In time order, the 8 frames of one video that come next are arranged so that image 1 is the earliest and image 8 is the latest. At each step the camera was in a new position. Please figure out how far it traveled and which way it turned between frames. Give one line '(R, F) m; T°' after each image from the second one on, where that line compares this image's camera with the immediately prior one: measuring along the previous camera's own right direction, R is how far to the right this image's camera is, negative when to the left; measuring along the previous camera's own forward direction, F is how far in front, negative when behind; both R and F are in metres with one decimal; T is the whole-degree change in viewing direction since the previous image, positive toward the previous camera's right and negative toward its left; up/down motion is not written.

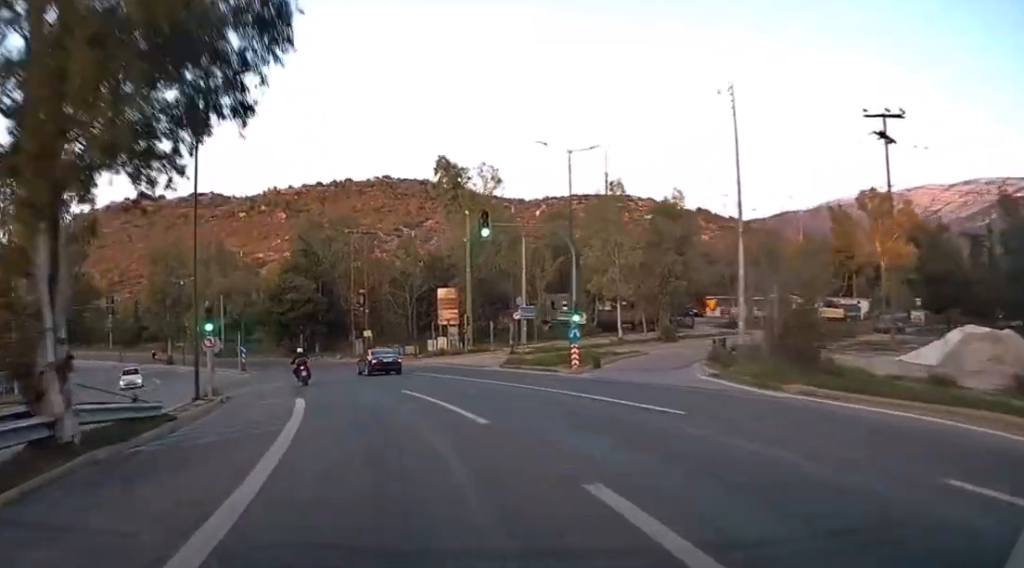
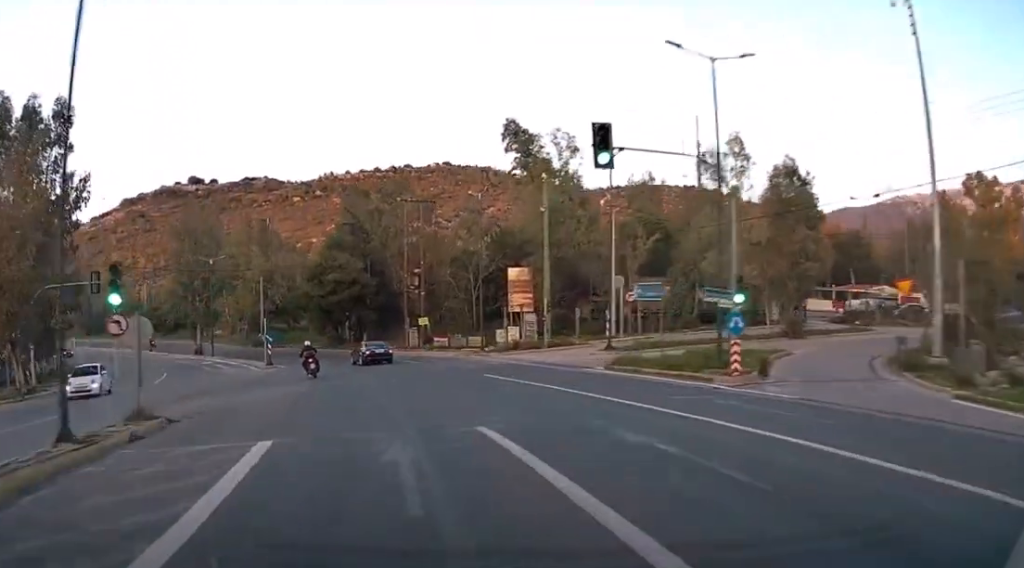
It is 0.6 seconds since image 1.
(-0.2, +13.0) m; -2°
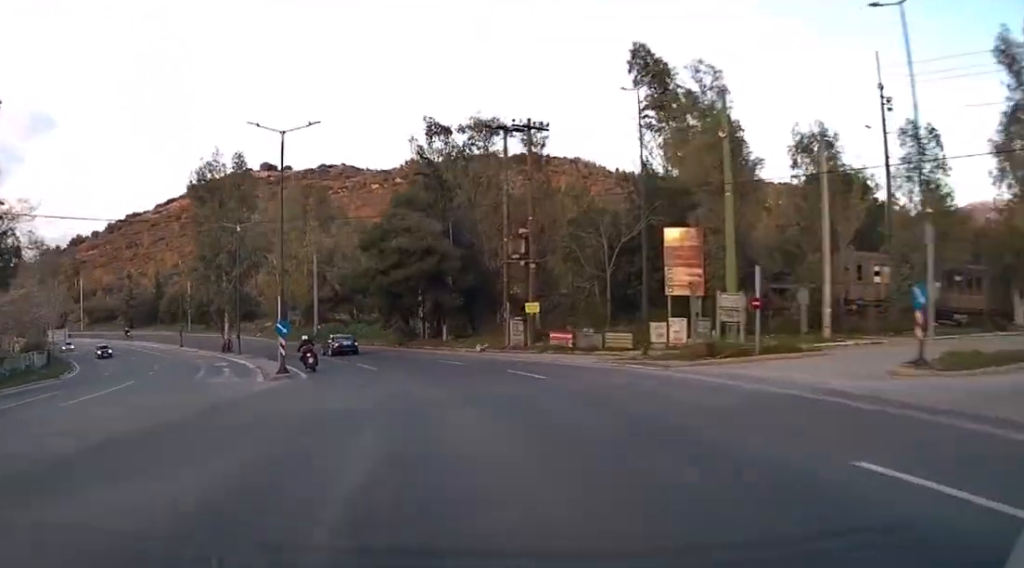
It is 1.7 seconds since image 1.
(-0.8, +21.5) m; -5°
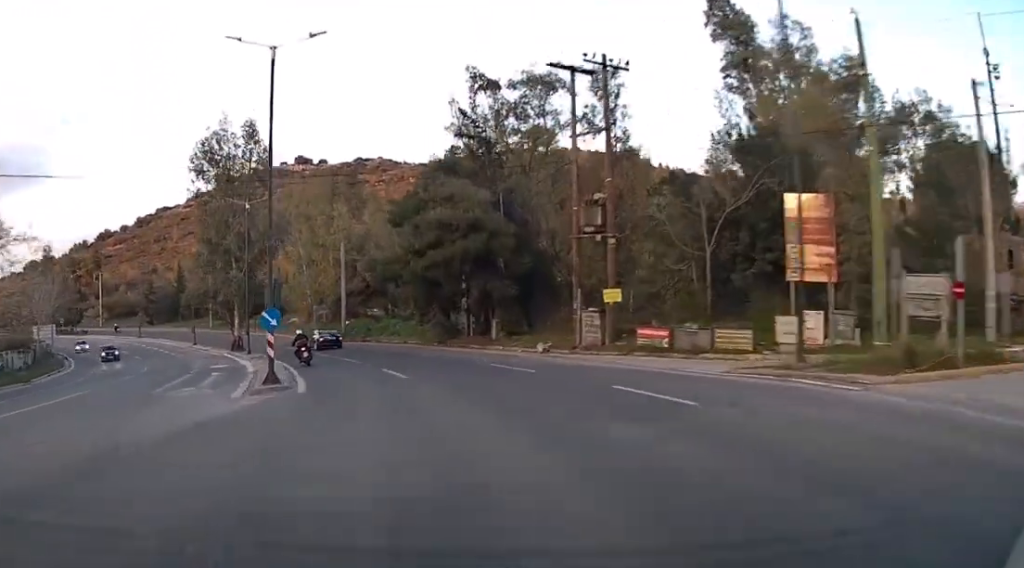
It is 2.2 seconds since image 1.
(0.0, +9.3) m; -3°
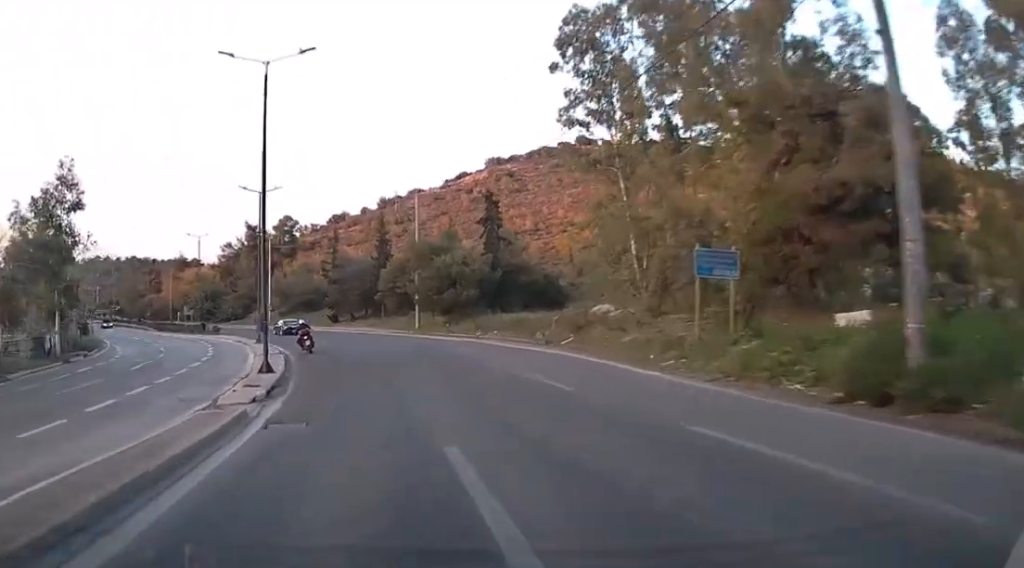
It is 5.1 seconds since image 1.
(-10.0, +57.2) m; -20°
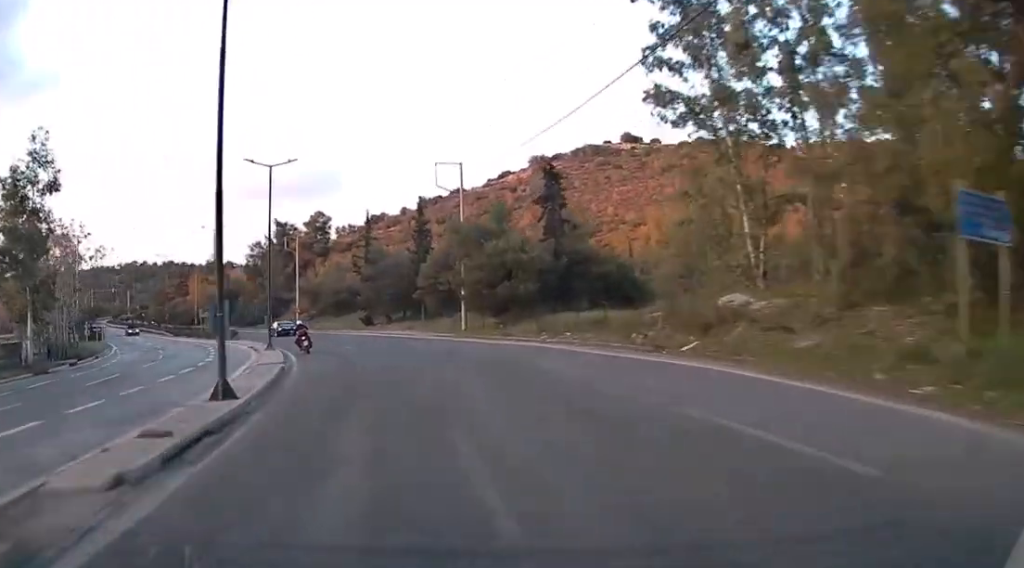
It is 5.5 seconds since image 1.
(-0.5, +9.6) m; -3°
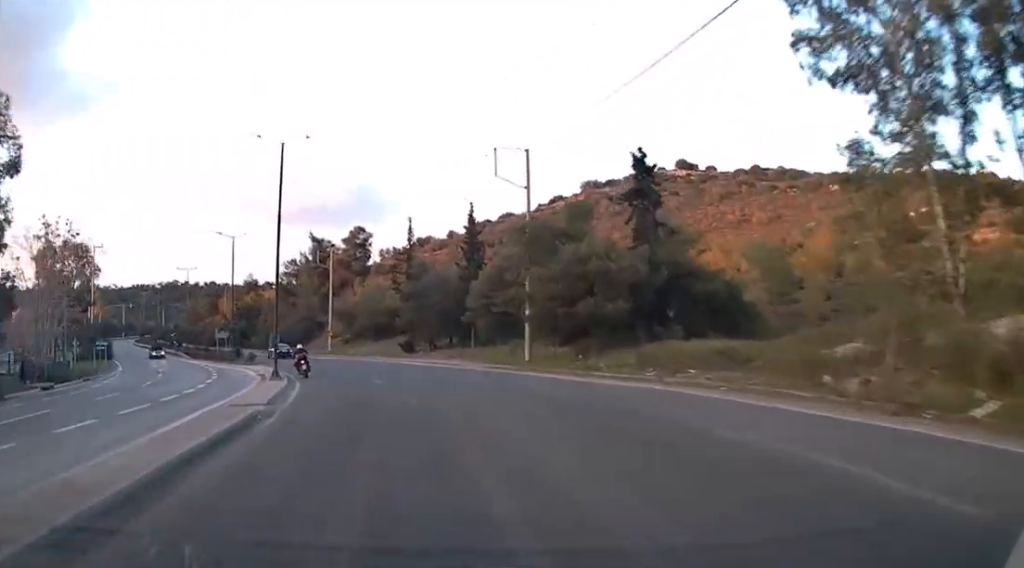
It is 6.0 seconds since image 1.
(-0.6, +10.5) m; -4°
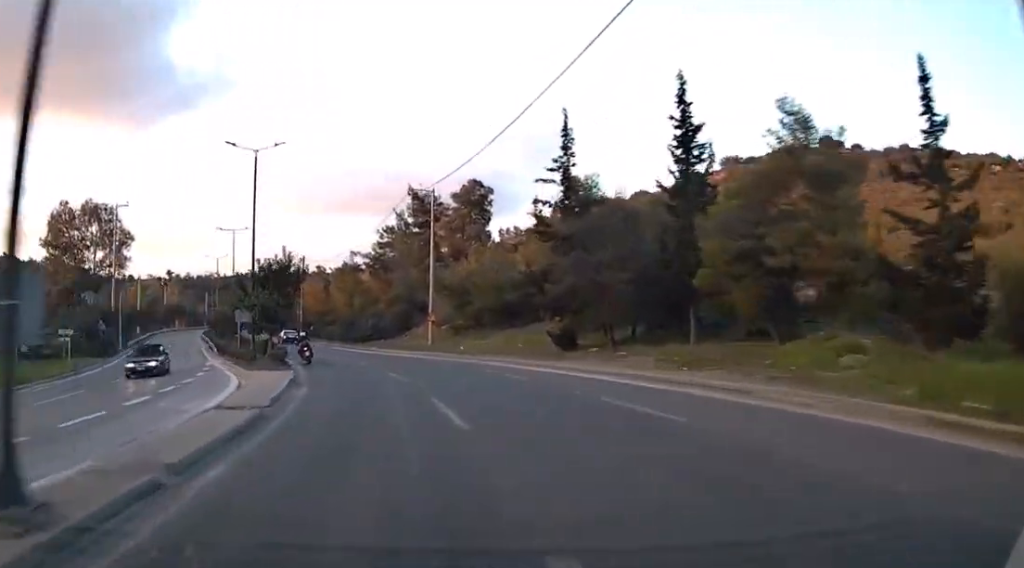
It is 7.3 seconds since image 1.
(-1.6, +27.8) m; -8°
